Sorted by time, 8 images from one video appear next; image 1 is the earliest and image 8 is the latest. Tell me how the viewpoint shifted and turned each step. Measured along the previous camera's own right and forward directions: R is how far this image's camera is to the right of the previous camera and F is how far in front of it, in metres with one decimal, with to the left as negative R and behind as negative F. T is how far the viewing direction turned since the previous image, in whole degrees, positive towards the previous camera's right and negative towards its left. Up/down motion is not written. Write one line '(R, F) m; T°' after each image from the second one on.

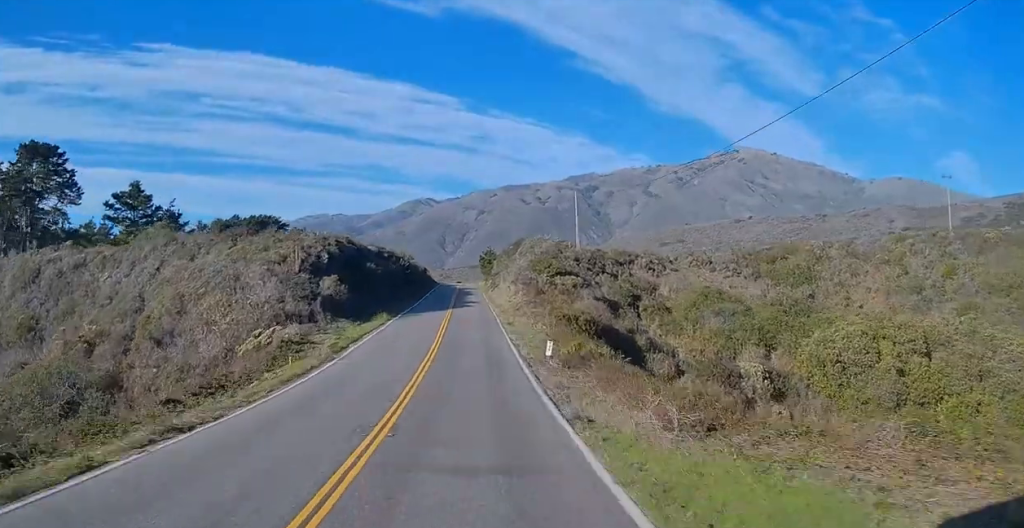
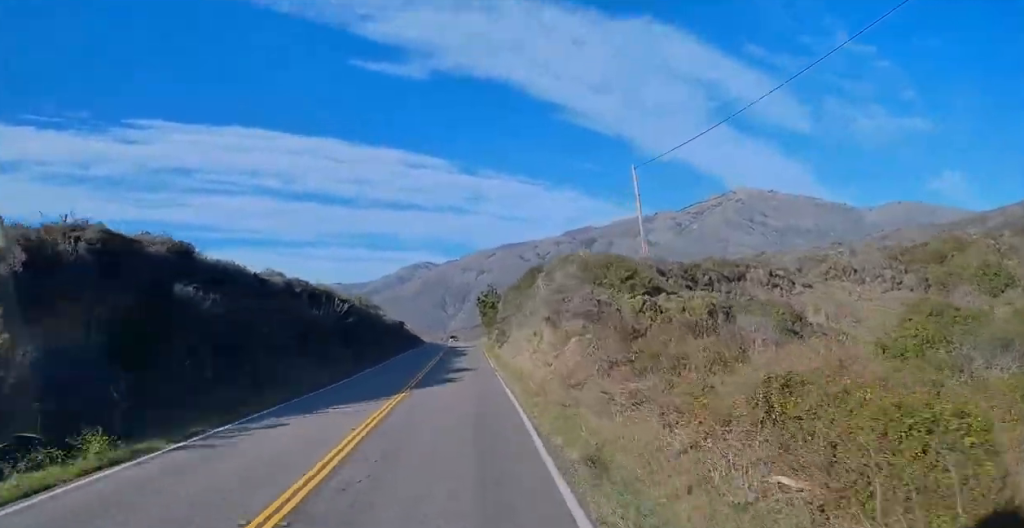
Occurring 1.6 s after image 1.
(-0.4, +34.8) m; -2°
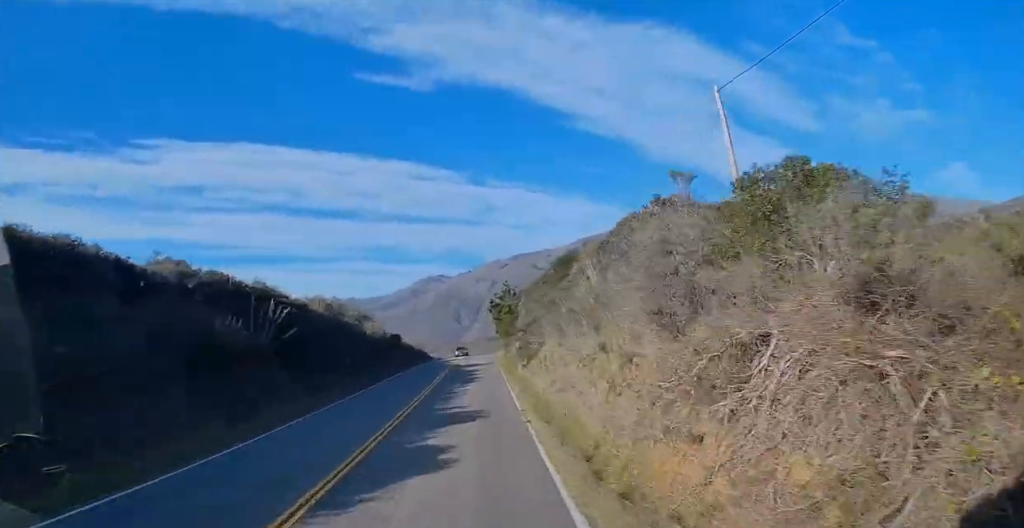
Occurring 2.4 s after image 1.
(-0.1, +17.2) m; 0°
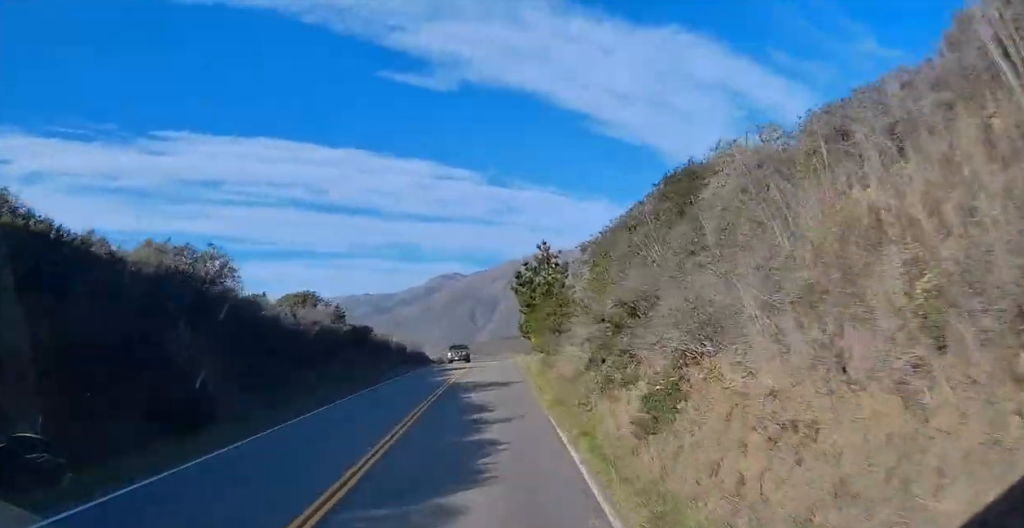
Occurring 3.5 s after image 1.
(-0.2, +22.9) m; +1°
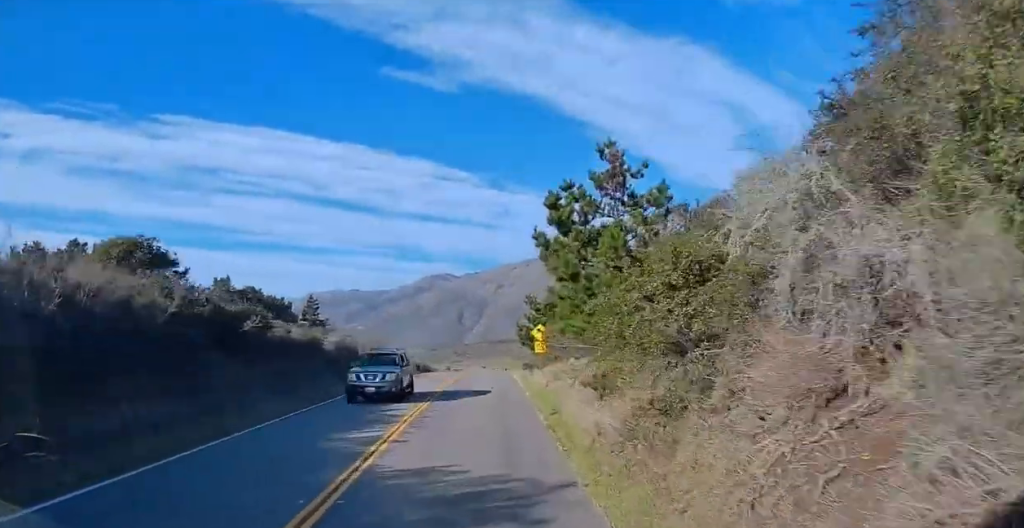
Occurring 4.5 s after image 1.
(+0.5, +18.5) m; 0°
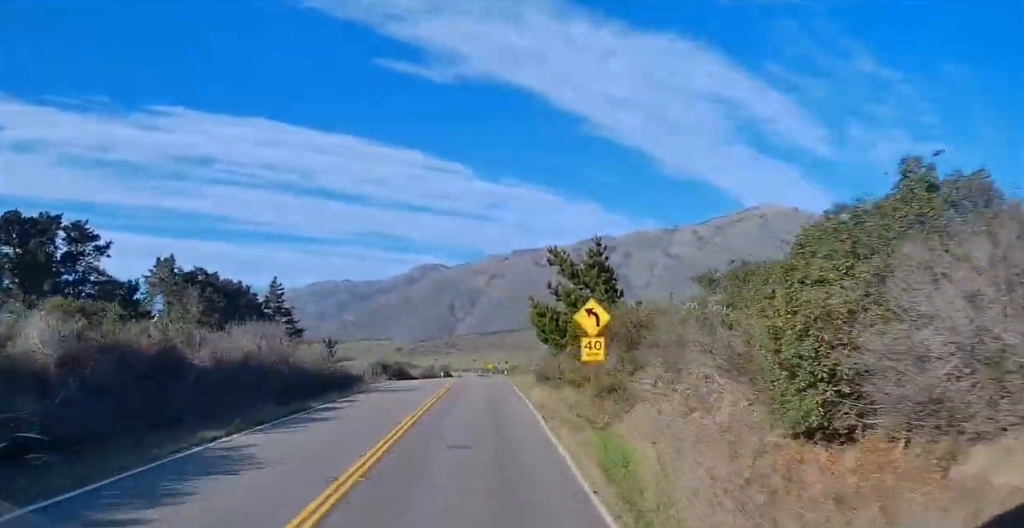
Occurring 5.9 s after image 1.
(-0.6, +26.5) m; -1°
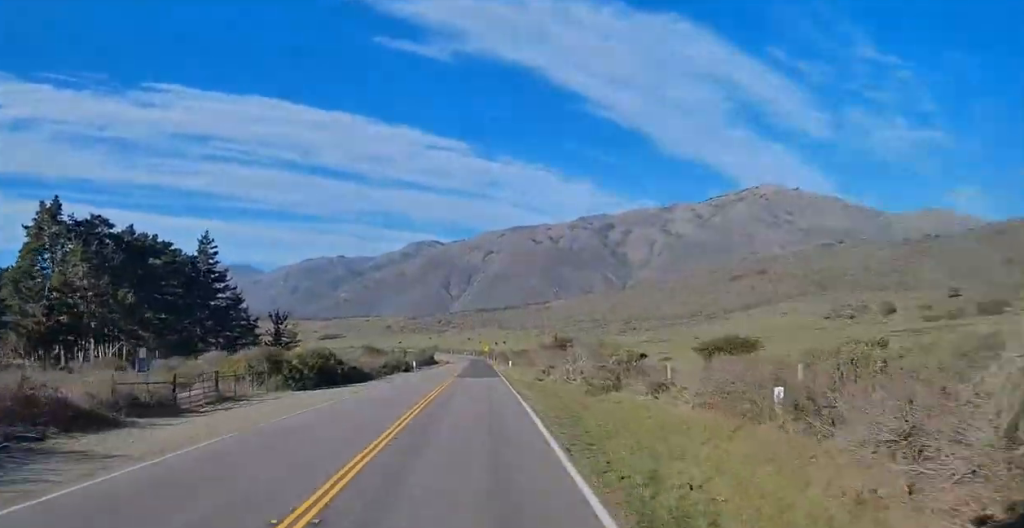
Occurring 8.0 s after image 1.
(+0.1, +40.0) m; +1°
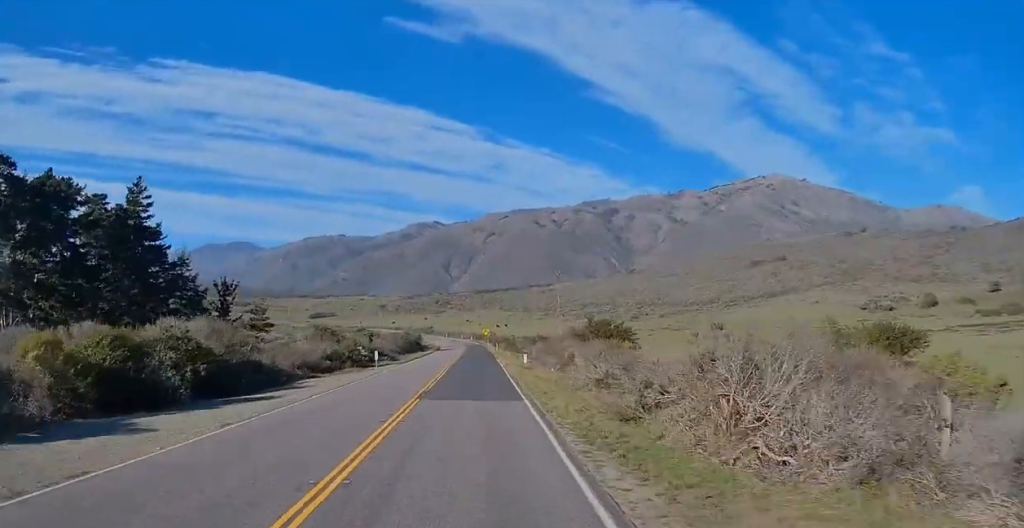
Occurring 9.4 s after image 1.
(+0.5, +26.4) m; 0°
